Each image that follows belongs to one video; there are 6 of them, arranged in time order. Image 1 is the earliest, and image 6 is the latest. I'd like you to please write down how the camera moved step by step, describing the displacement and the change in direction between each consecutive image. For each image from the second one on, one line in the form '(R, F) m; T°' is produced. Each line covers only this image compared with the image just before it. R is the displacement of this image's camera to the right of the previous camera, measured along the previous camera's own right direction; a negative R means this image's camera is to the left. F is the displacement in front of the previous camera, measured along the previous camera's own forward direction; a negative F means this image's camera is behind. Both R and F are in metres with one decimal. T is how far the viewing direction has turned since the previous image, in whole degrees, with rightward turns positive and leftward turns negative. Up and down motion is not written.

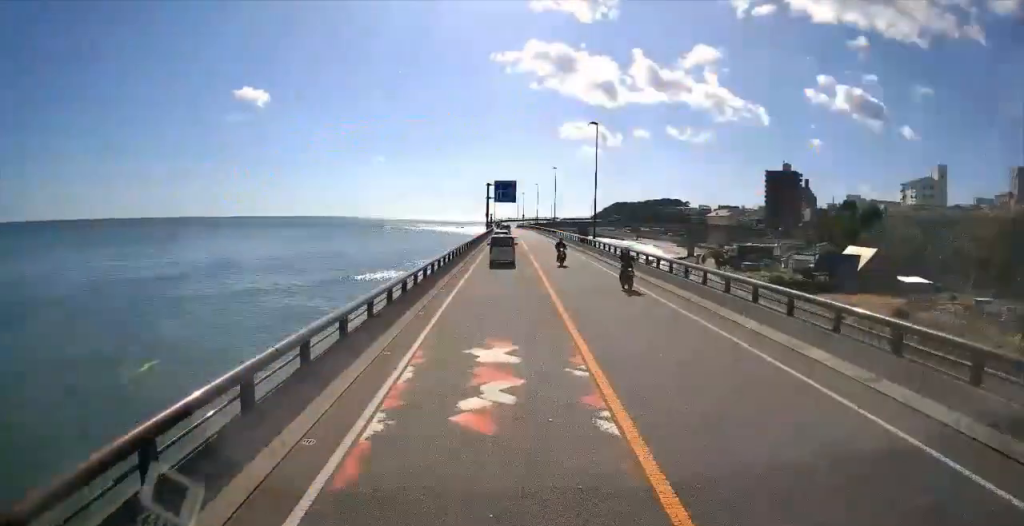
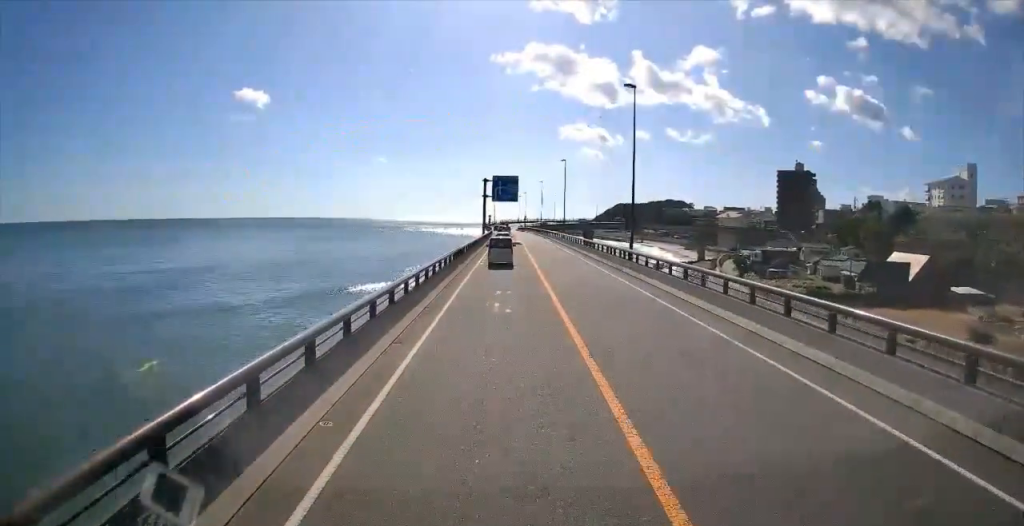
(0.0, +13.9) m; 0°
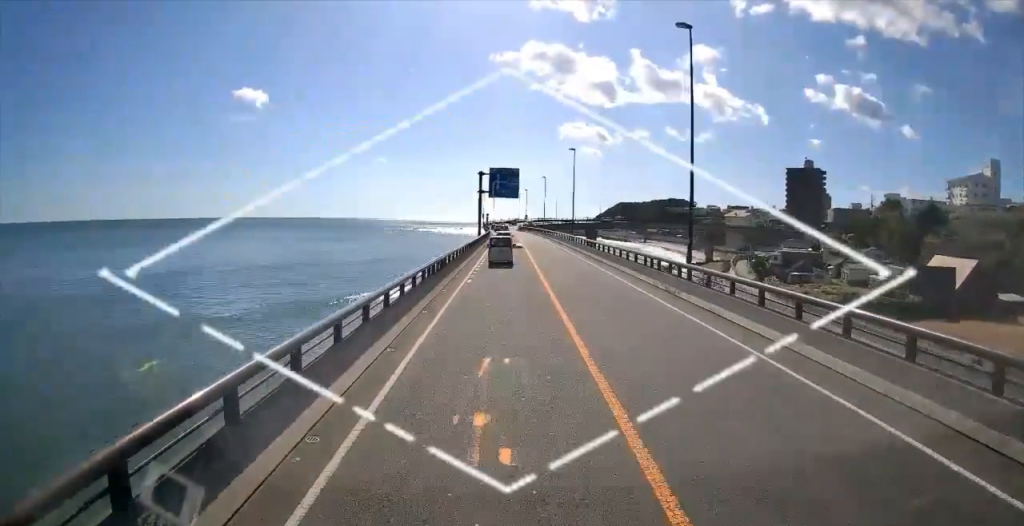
(0.0, +10.6) m; -1°
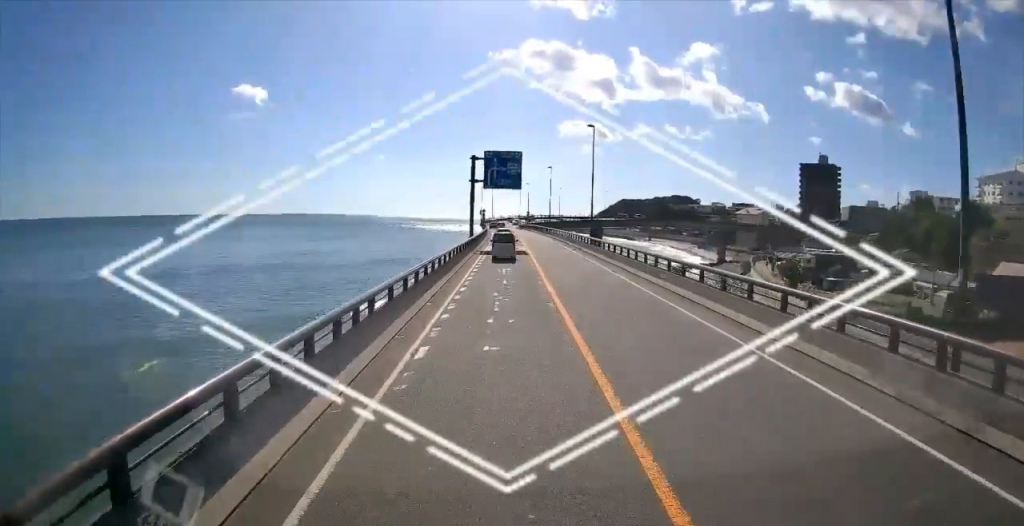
(-0.2, +14.0) m; 0°
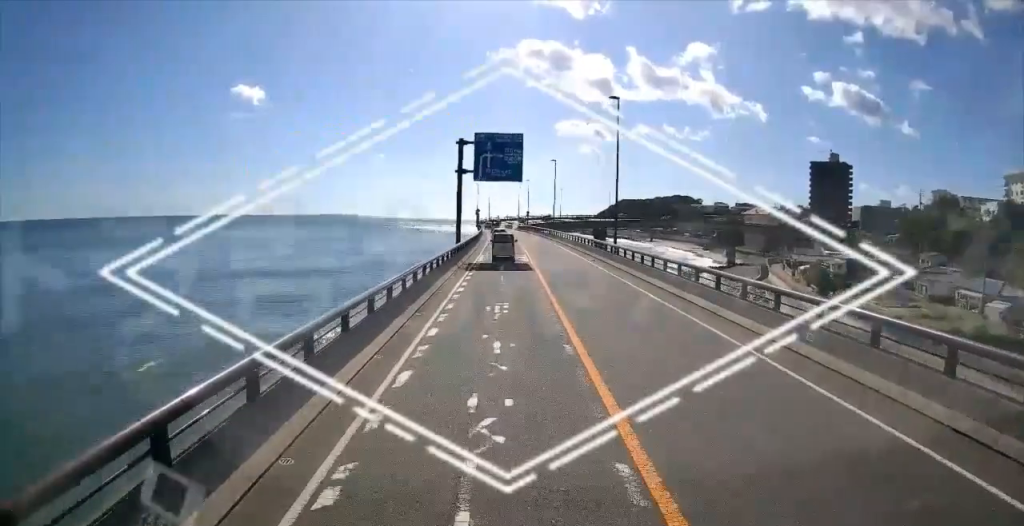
(+0.1, +11.9) m; +2°
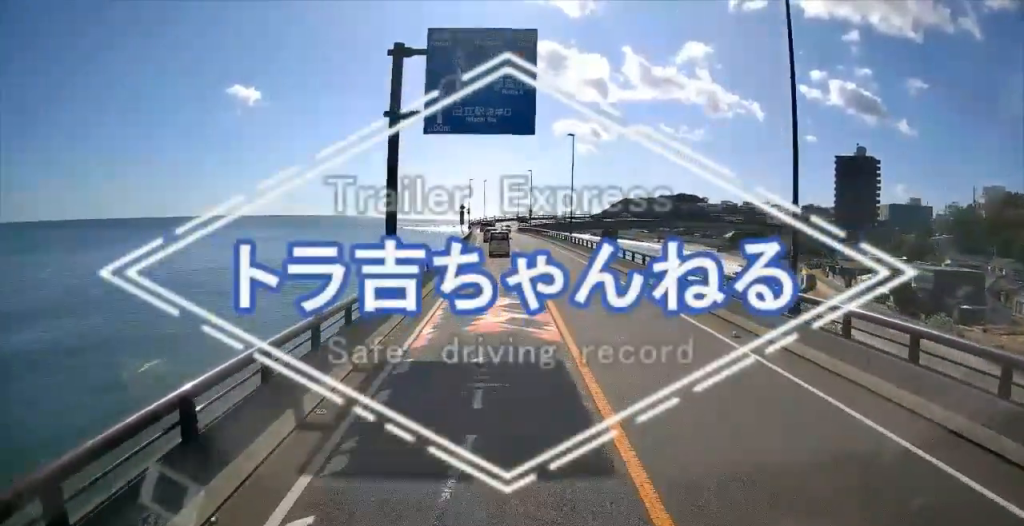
(+0.7, +23.4) m; +2°
